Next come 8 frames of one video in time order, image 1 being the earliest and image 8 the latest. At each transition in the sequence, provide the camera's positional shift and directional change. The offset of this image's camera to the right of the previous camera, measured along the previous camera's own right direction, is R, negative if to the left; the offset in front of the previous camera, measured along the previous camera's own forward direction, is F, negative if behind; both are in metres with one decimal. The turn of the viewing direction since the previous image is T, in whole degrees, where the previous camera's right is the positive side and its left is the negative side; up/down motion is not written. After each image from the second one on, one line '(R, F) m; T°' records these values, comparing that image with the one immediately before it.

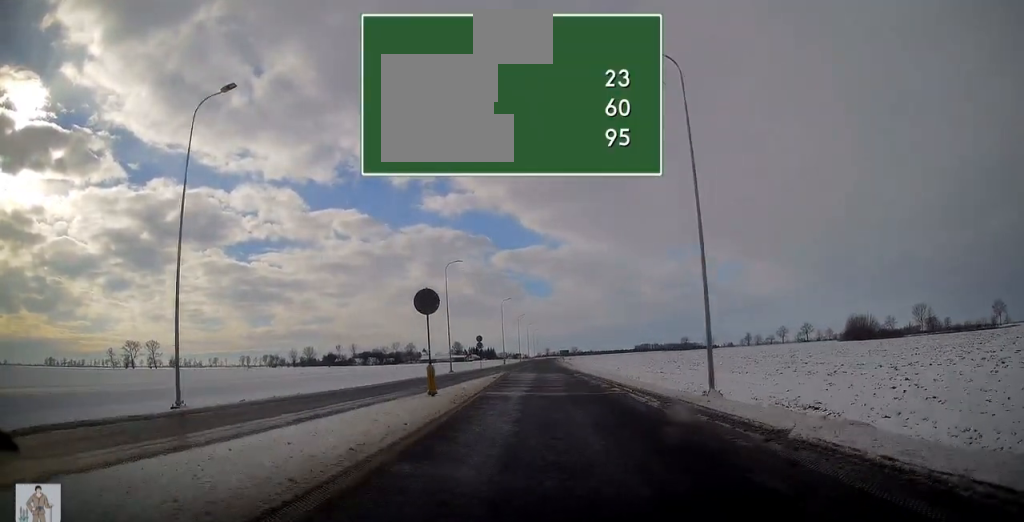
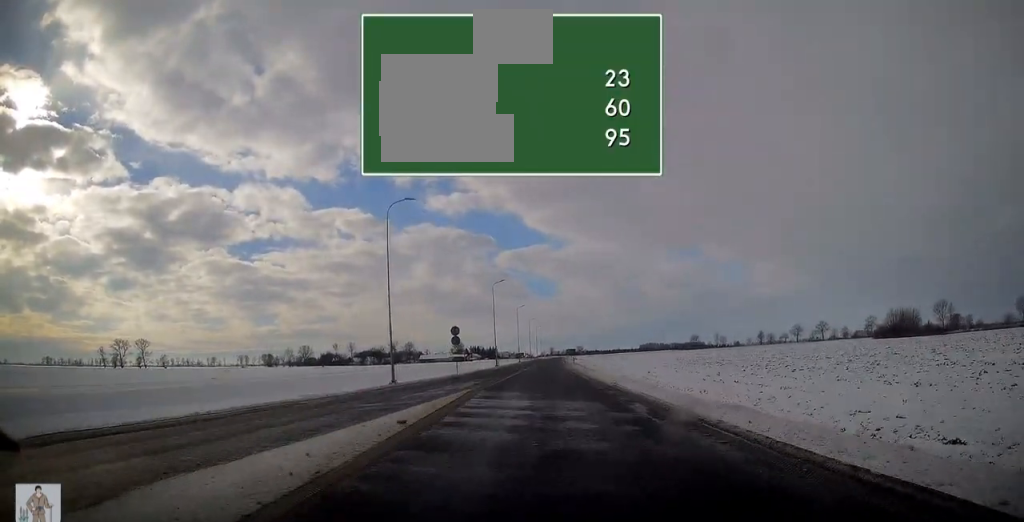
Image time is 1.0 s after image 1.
(-0.2, +23.0) m; 0°
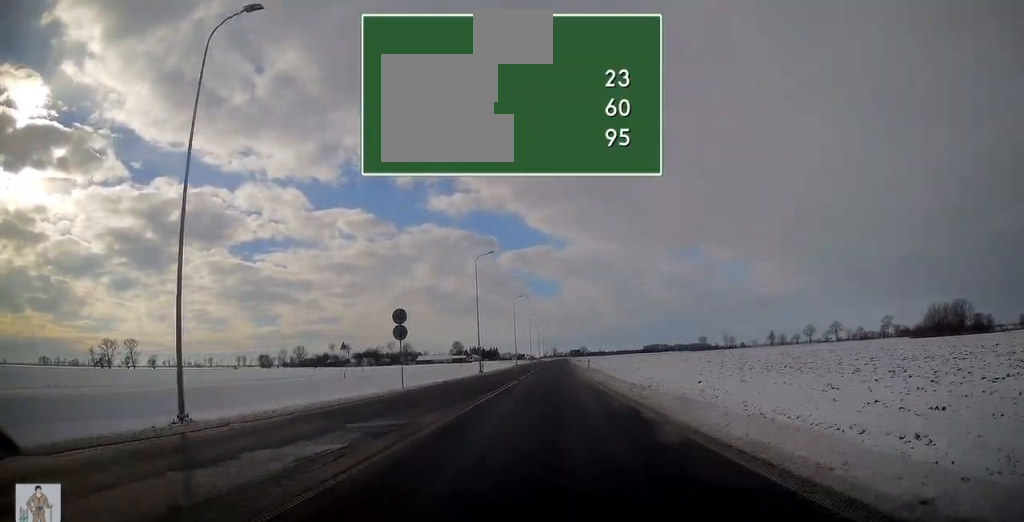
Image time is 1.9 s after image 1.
(-0.2, +21.4) m; 0°
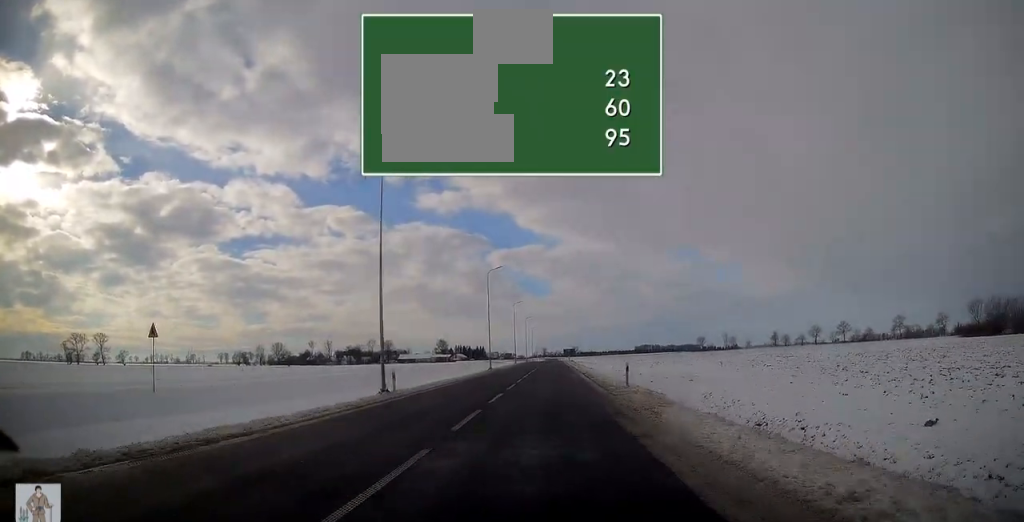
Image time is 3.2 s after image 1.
(+0.2, +29.6) m; 0°
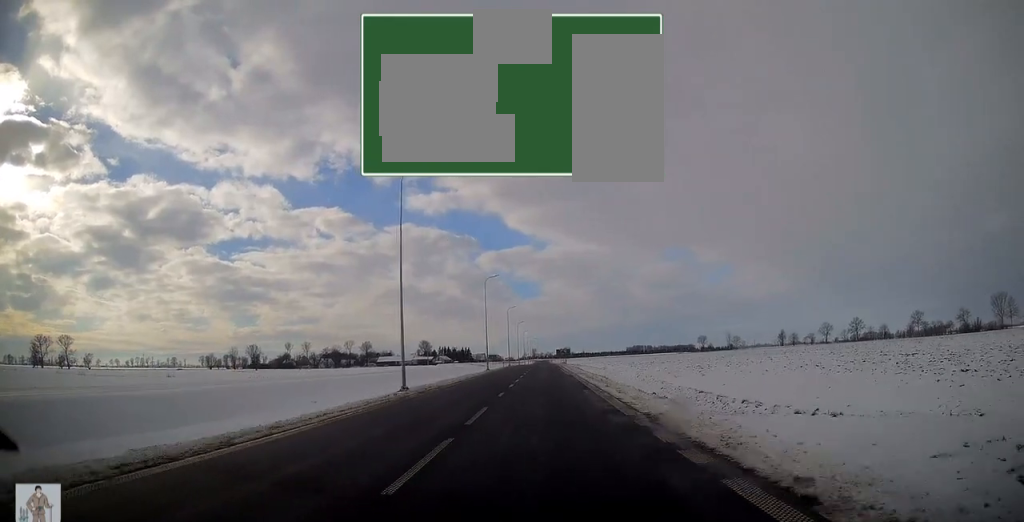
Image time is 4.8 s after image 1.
(+0.2, +35.6) m; 0°
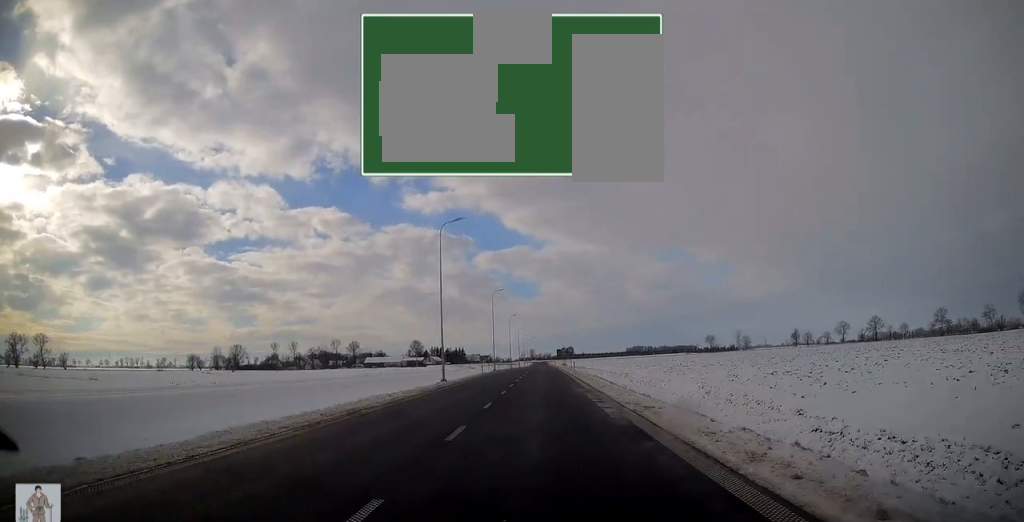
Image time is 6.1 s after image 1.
(+0.2, +28.9) m; 0°
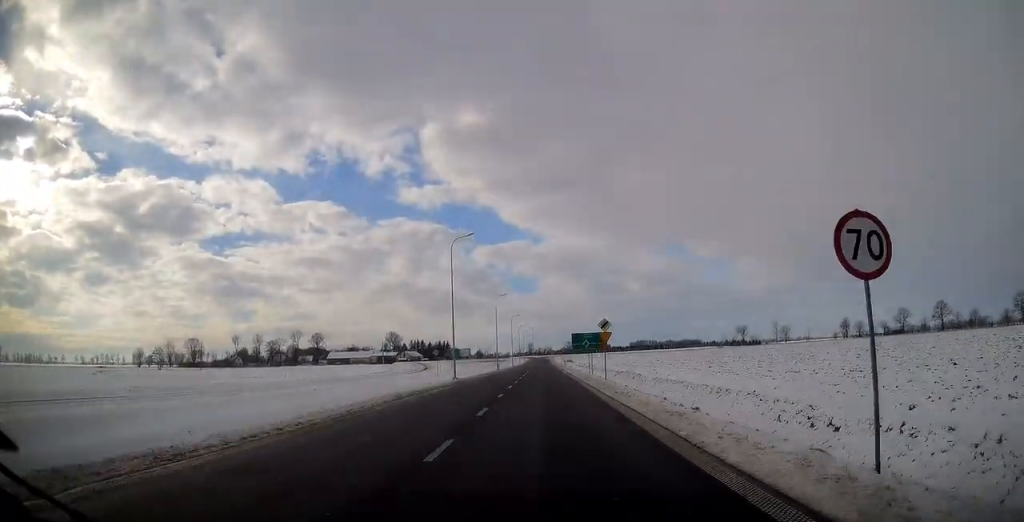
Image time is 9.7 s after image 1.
(+0.3, +74.2) m; 0°
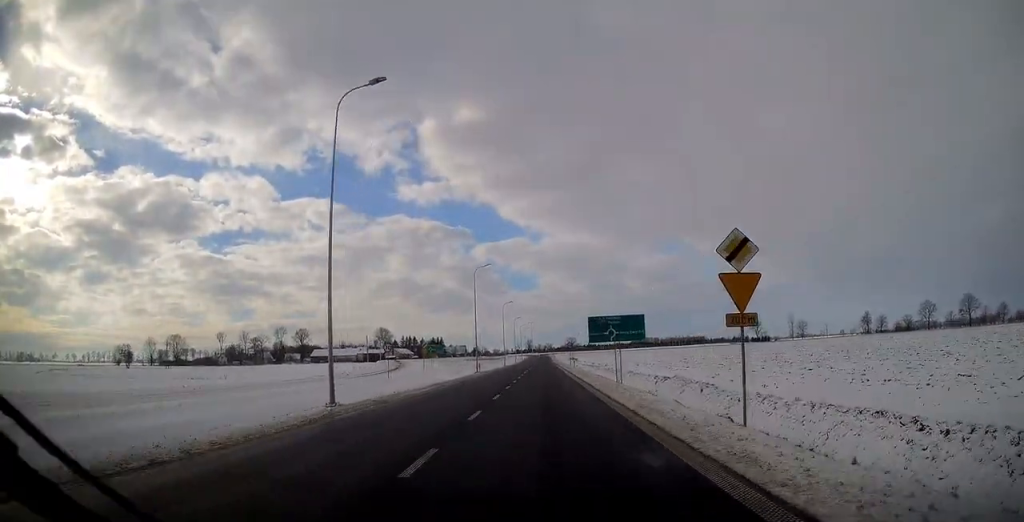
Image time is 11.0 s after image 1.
(-0.2, +24.5) m; 0°
